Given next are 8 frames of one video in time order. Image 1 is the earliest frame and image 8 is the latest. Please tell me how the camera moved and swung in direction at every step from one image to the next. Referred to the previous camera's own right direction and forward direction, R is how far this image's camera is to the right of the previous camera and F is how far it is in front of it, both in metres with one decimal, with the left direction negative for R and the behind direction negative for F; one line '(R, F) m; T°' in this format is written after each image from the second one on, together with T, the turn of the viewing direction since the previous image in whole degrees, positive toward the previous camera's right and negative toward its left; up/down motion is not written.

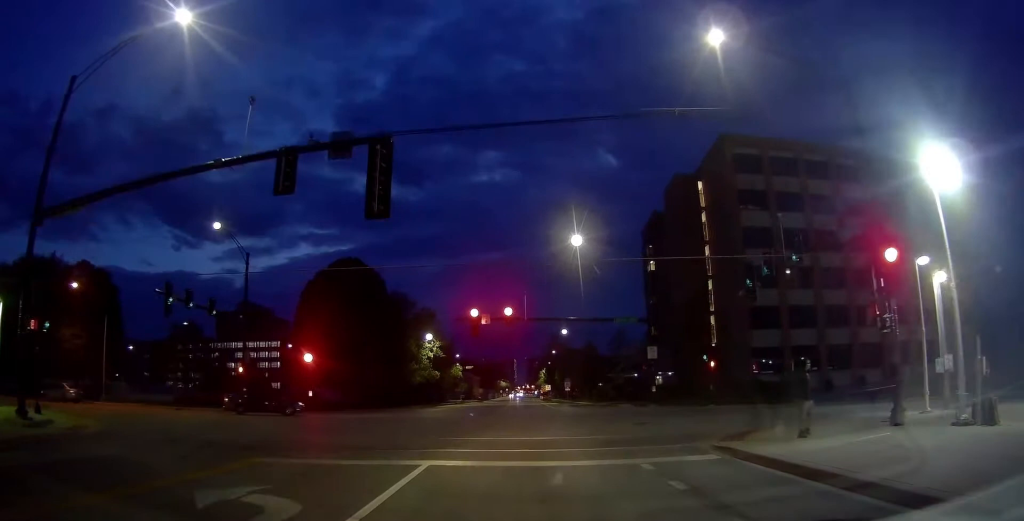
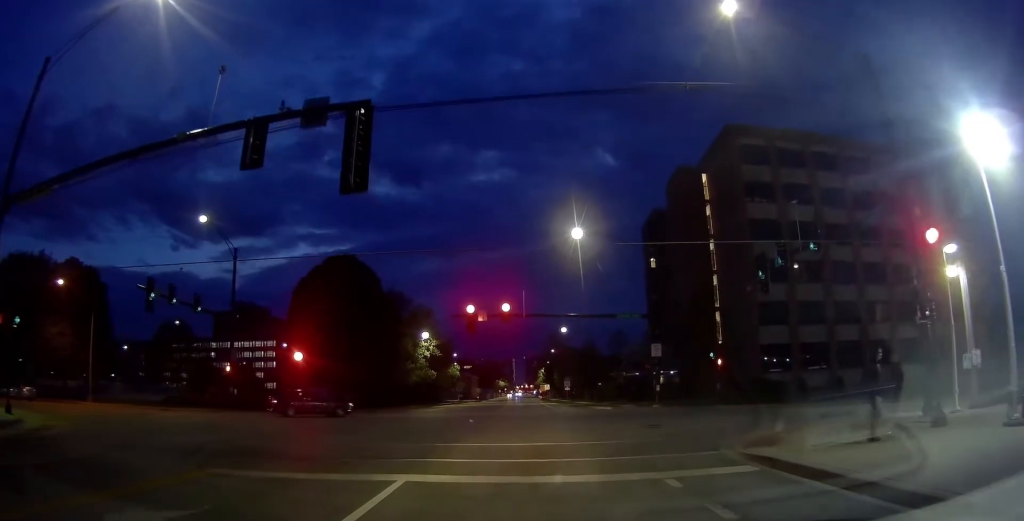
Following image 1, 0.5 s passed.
(-0.1, +1.8) m; -3°
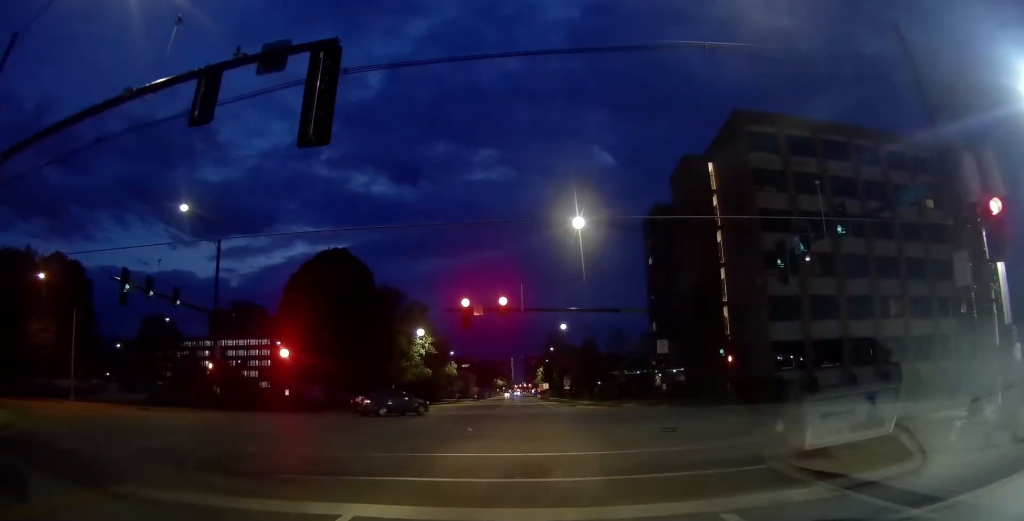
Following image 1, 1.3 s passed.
(-0.1, +2.5) m; -4°
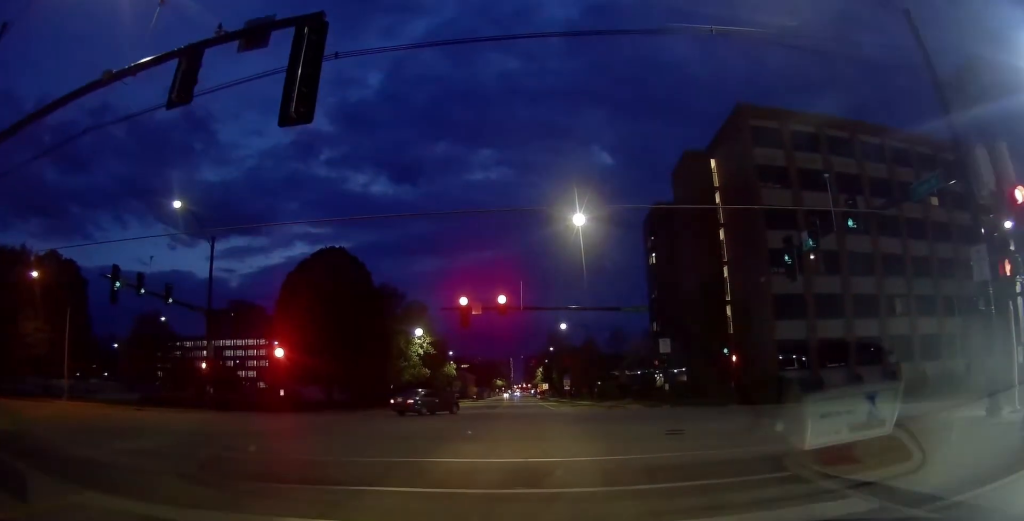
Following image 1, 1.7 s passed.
(0.0, +0.9) m; 0°
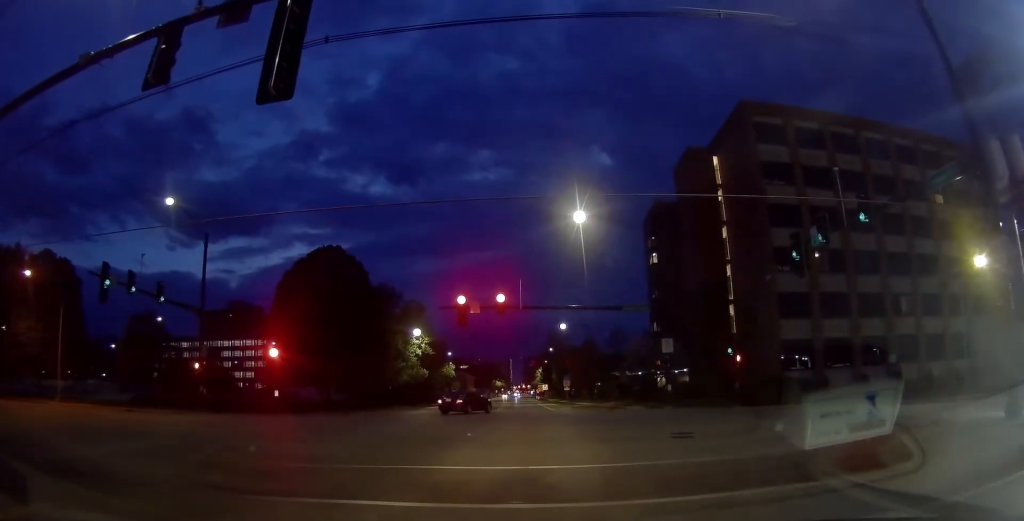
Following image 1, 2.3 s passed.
(0.0, +1.0) m; 0°
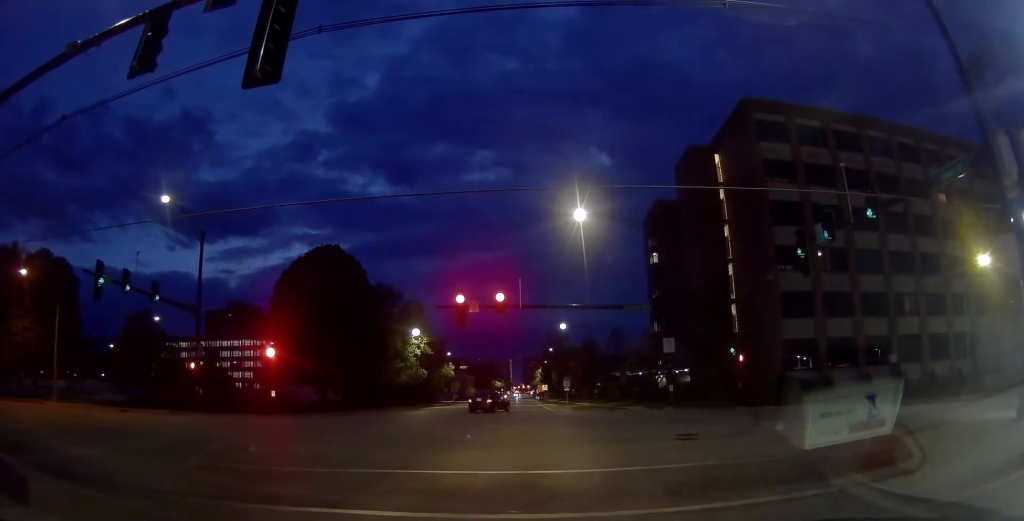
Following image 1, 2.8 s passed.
(0.0, +0.7) m; 0°
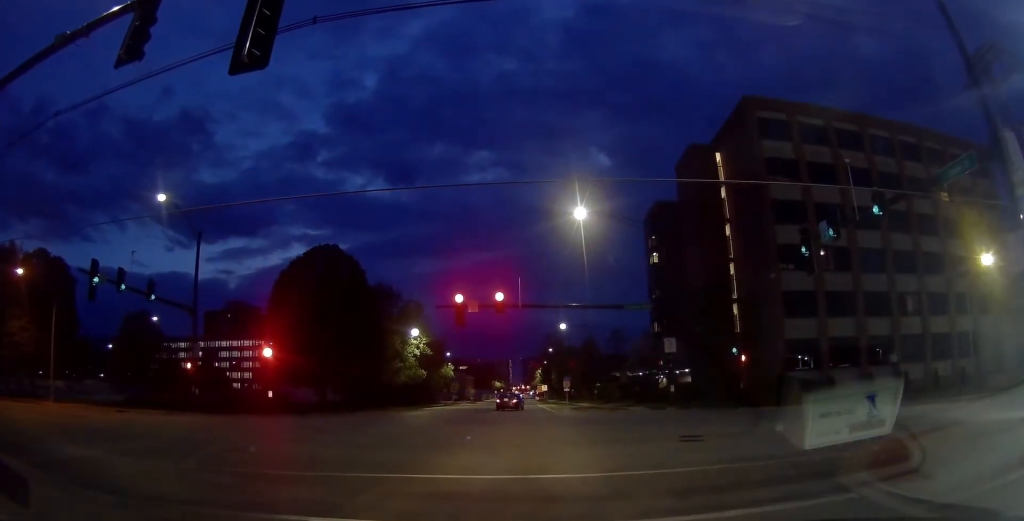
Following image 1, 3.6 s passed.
(0.0, +0.4) m; 0°
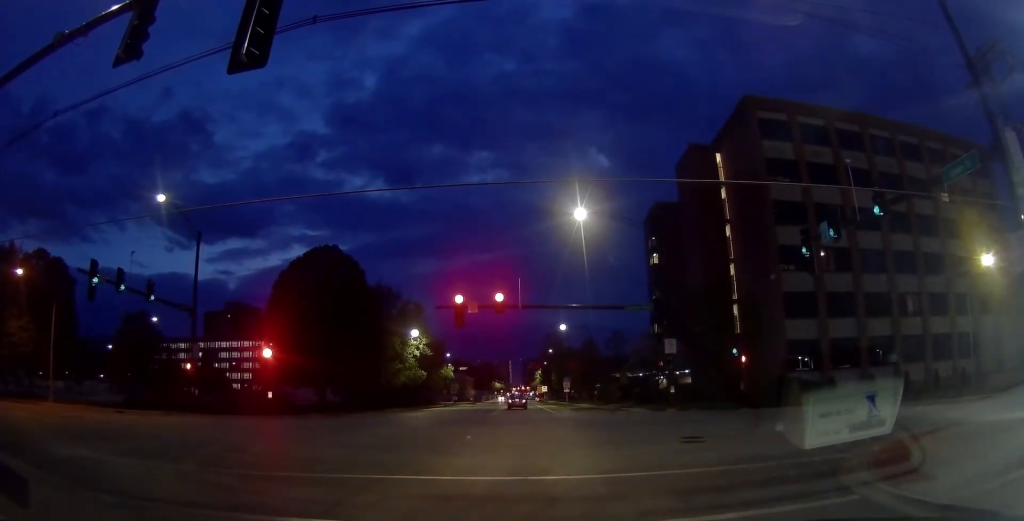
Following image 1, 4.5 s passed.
(0.0, +0.2) m; 0°
